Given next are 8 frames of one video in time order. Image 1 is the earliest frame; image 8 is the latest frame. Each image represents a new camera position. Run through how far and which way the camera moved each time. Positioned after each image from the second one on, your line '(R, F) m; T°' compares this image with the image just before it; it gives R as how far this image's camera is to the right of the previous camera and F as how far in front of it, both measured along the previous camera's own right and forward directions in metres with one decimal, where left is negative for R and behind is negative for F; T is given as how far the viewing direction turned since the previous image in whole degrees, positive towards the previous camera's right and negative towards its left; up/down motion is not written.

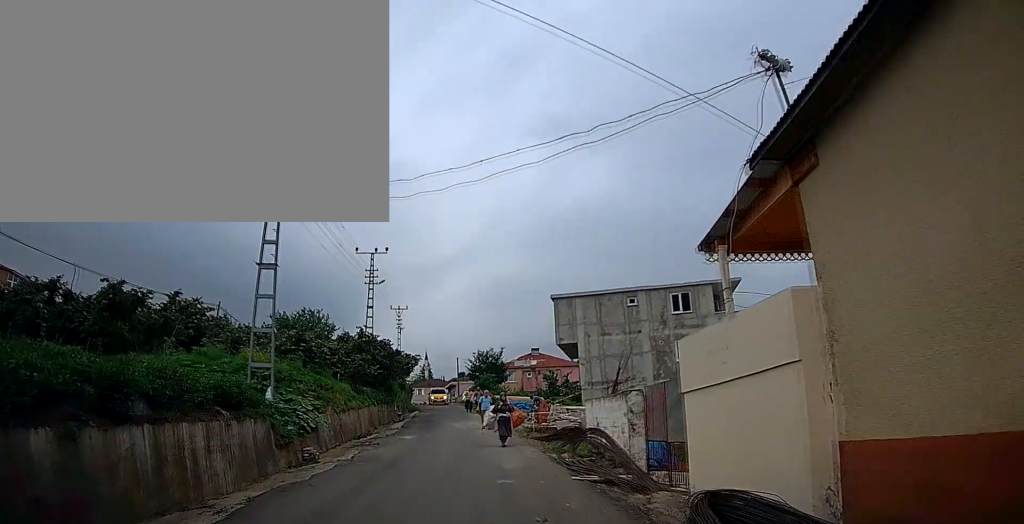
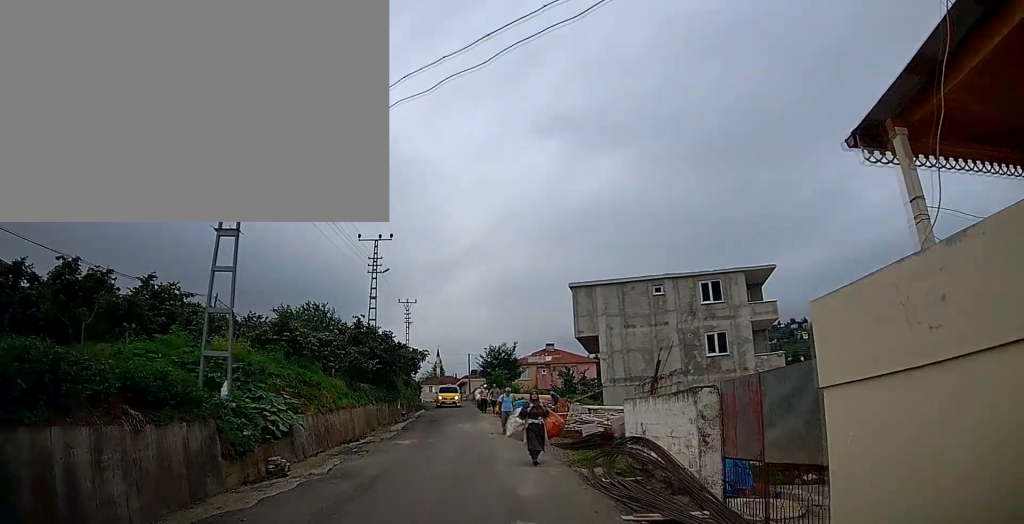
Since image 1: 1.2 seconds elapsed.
(+0.1, +3.0) m; -3°
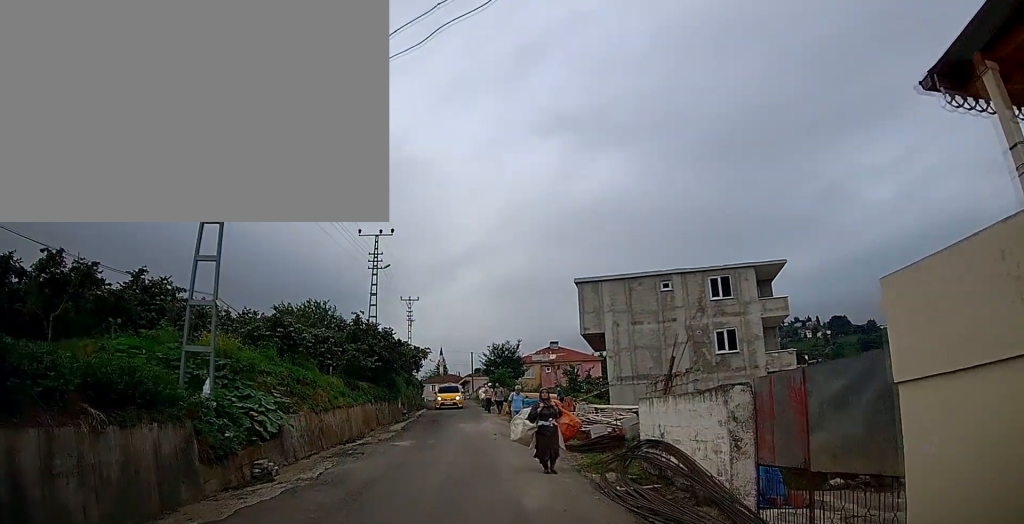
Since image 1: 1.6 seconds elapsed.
(-0.1, +0.7) m; 0°
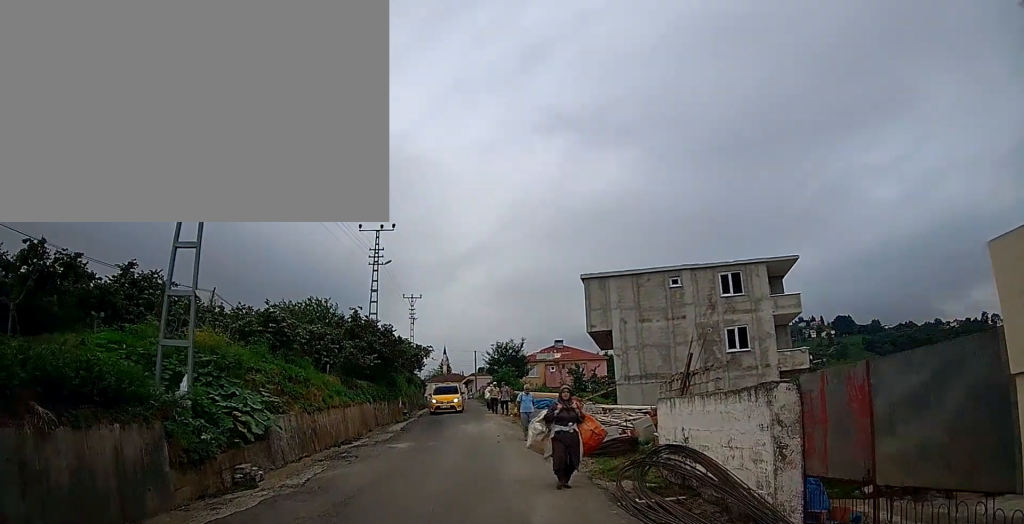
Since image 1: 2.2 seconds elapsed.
(-0.2, +0.8) m; 0°
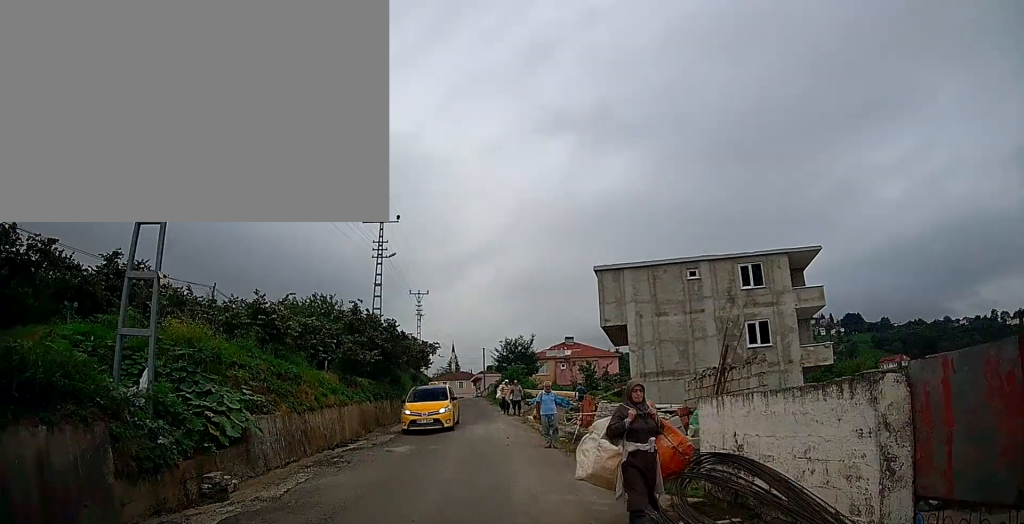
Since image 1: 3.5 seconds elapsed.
(-0.1, +1.1) m; 0°
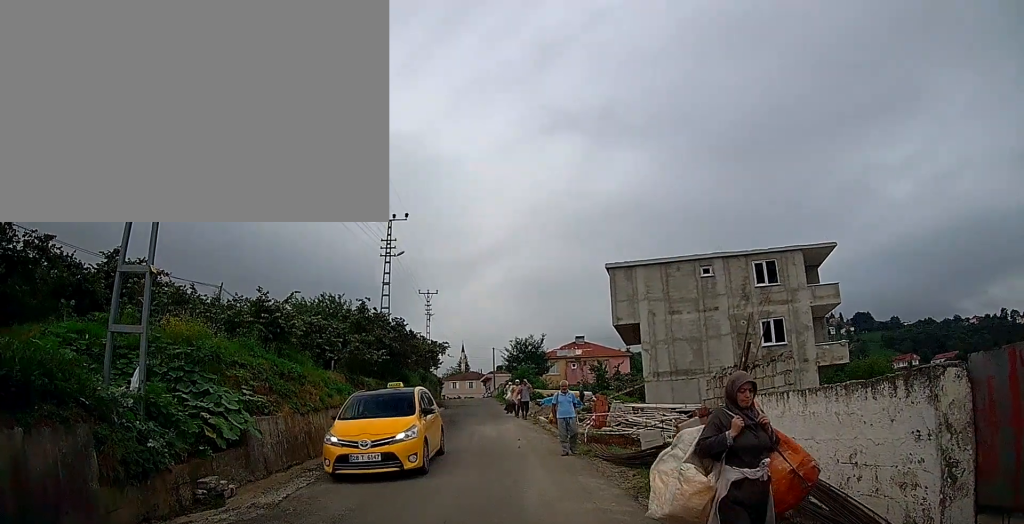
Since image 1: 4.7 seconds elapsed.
(-0.2, +0.5) m; 0°
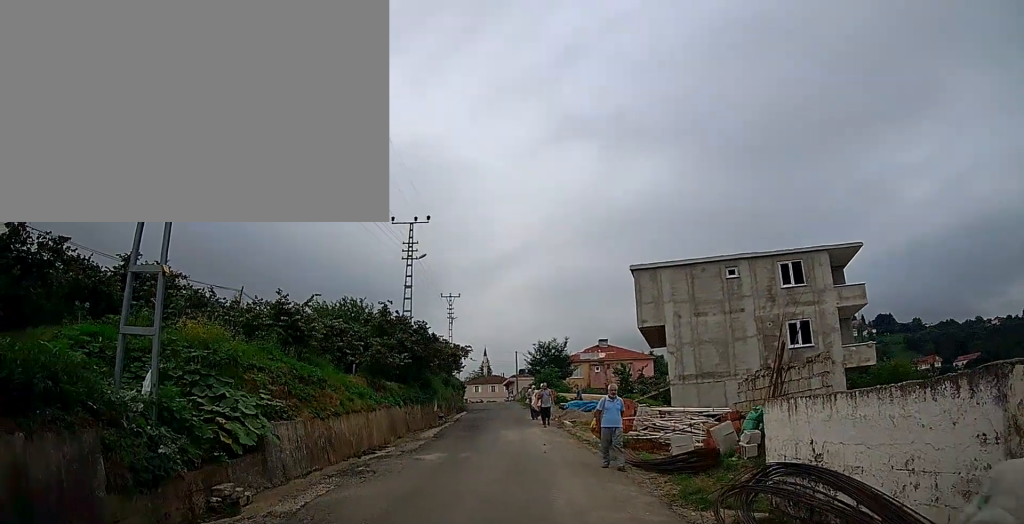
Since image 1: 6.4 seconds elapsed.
(-0.1, +0.7) m; 0°
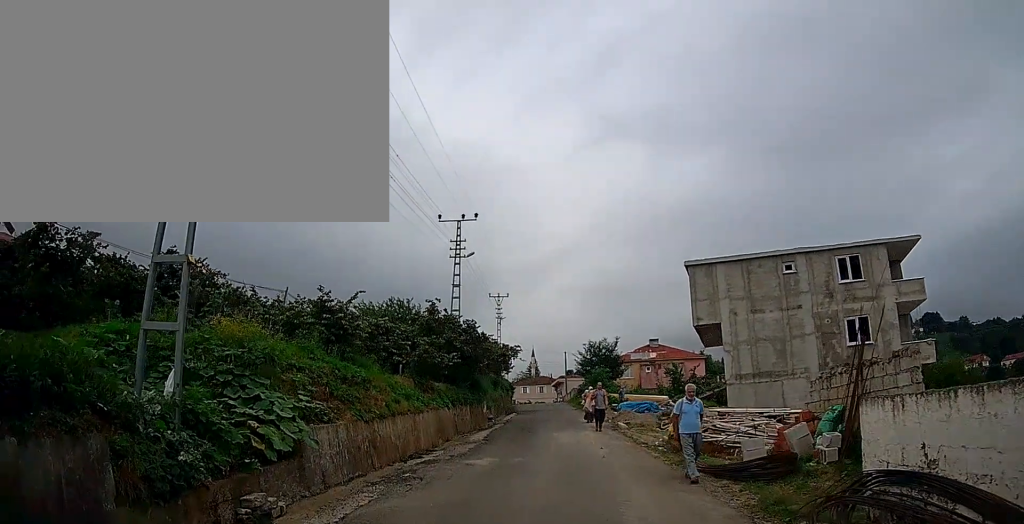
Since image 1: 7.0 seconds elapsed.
(0.0, +0.3) m; 0°
